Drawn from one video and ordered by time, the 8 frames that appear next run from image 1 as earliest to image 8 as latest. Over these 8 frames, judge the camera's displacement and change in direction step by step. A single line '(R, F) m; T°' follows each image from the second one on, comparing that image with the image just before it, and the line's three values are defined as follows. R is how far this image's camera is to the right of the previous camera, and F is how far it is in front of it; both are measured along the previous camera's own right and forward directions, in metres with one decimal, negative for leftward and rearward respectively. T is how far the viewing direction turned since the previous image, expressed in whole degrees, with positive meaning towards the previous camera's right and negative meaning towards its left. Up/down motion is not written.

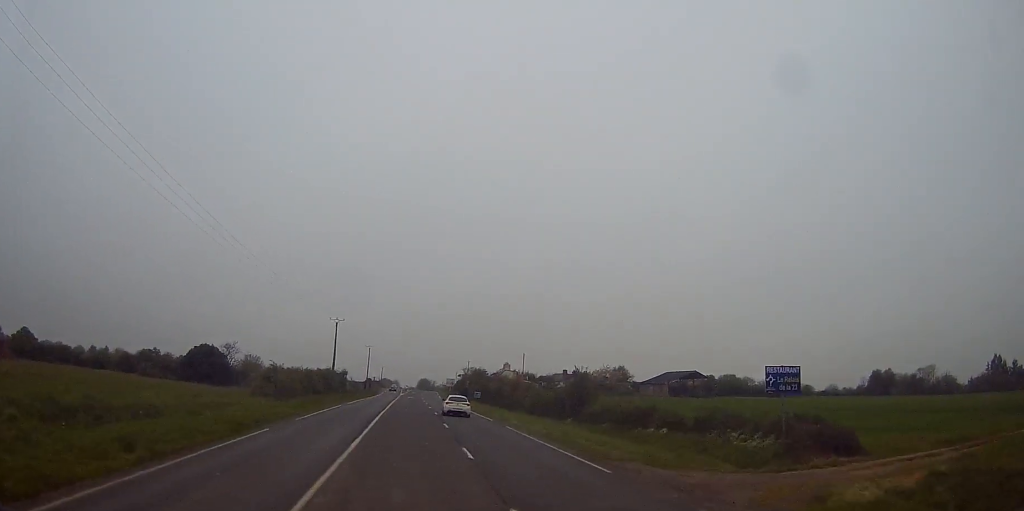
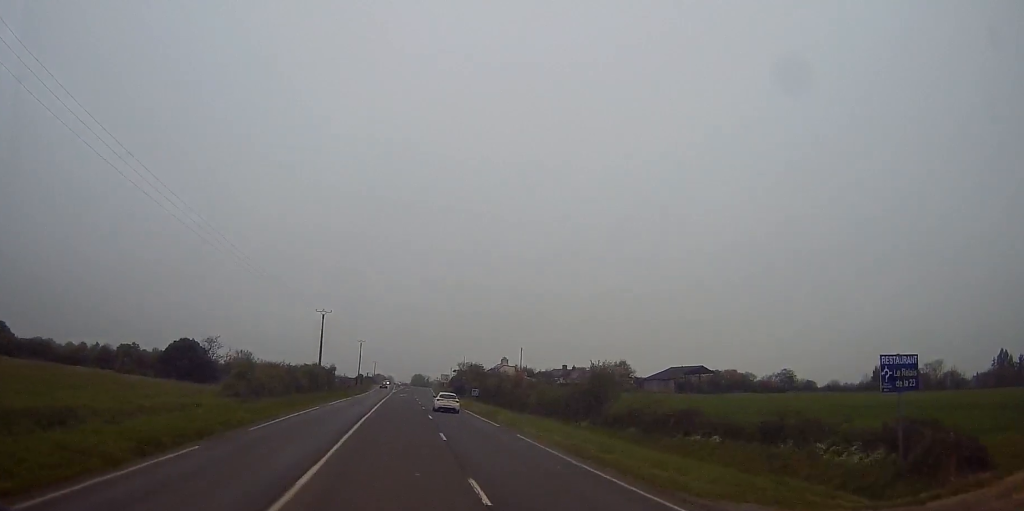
(0.0, +7.4) m; 0°
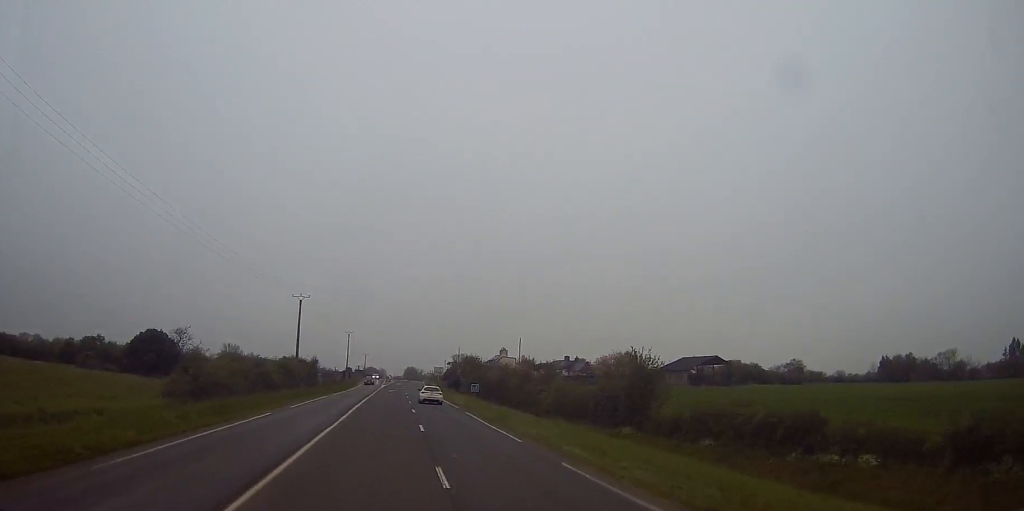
(0.0, +11.6) m; 0°
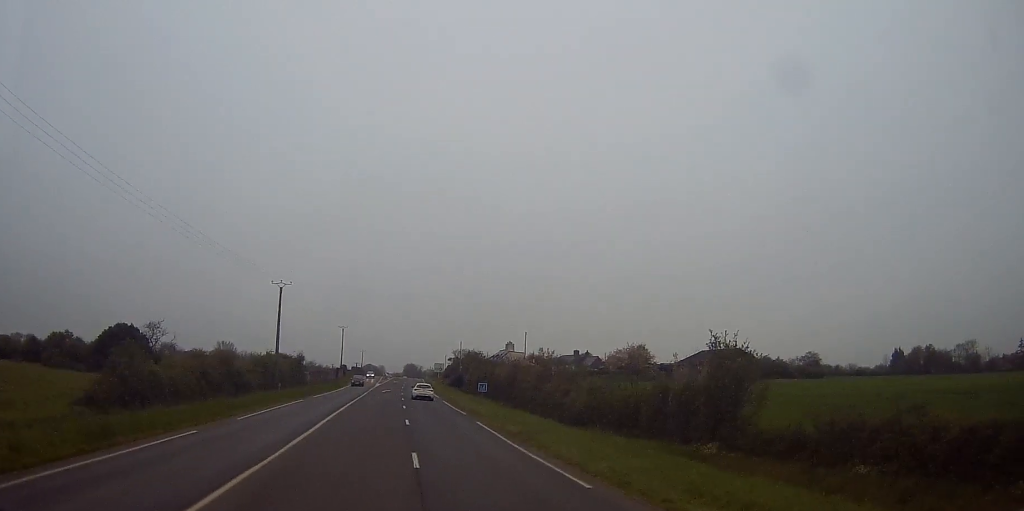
(0.0, +10.8) m; 0°
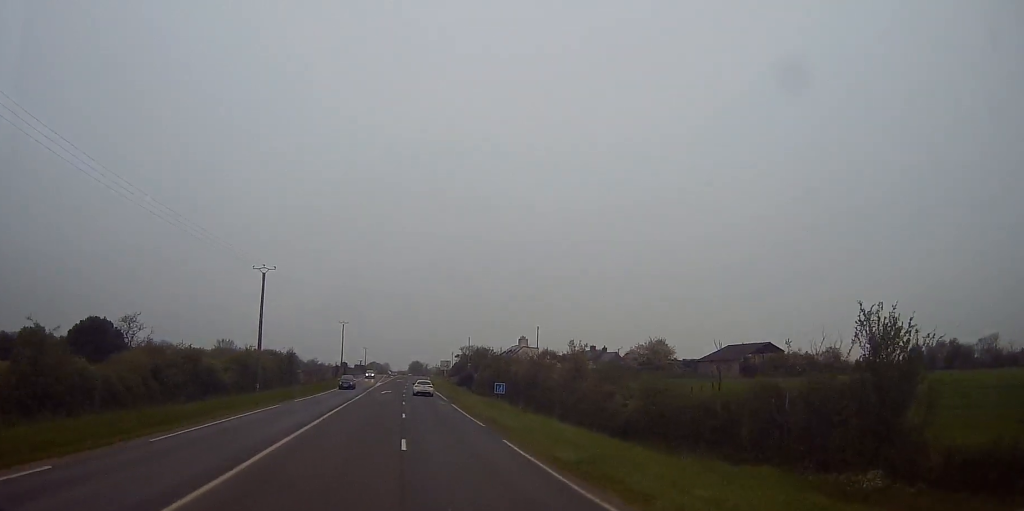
(0.0, +9.8) m; 0°
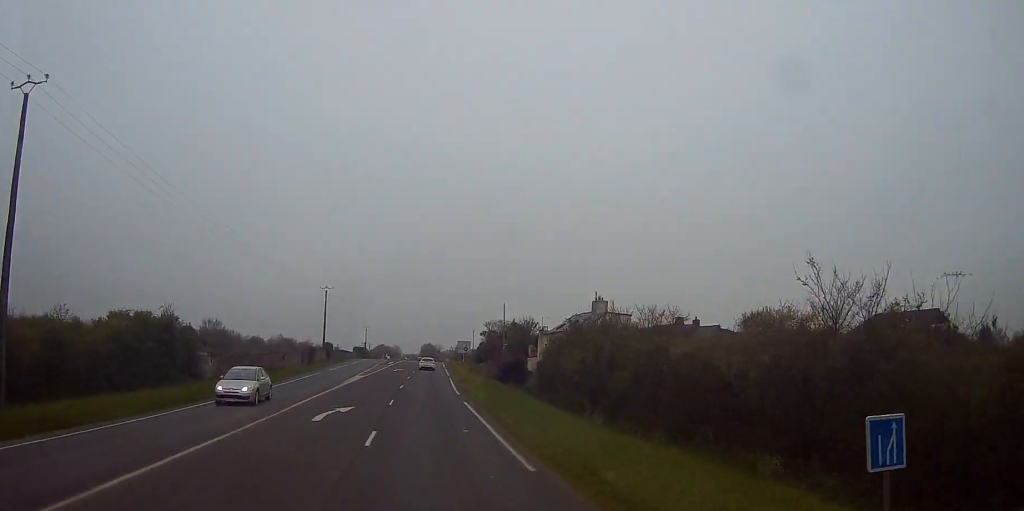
(-0.1, +42.5) m; 0°
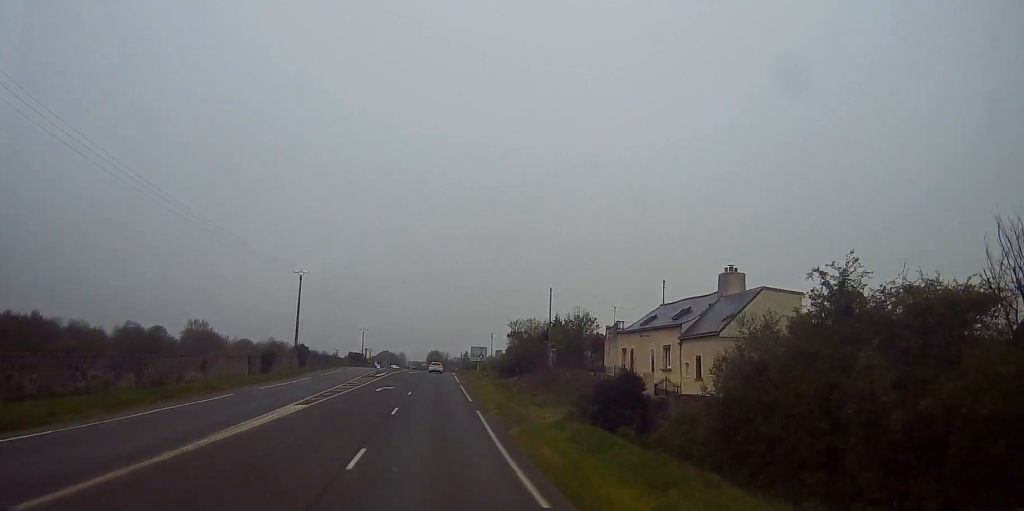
(+0.1, +28.9) m; 0°
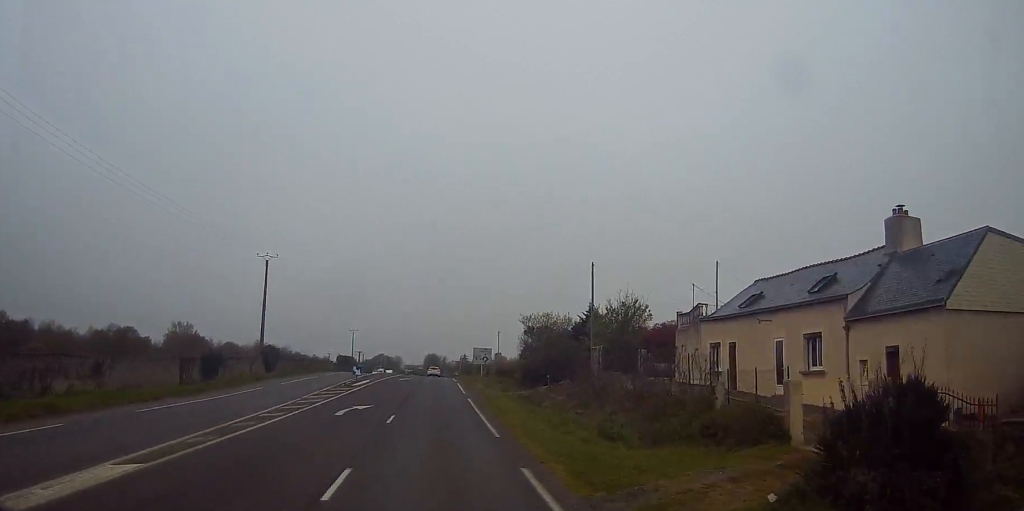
(0.0, +16.4) m; -2°
